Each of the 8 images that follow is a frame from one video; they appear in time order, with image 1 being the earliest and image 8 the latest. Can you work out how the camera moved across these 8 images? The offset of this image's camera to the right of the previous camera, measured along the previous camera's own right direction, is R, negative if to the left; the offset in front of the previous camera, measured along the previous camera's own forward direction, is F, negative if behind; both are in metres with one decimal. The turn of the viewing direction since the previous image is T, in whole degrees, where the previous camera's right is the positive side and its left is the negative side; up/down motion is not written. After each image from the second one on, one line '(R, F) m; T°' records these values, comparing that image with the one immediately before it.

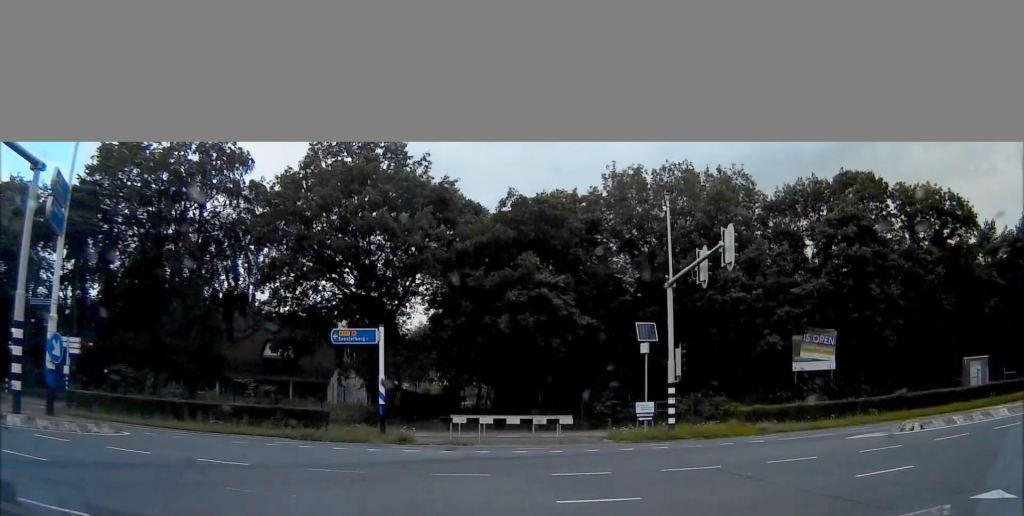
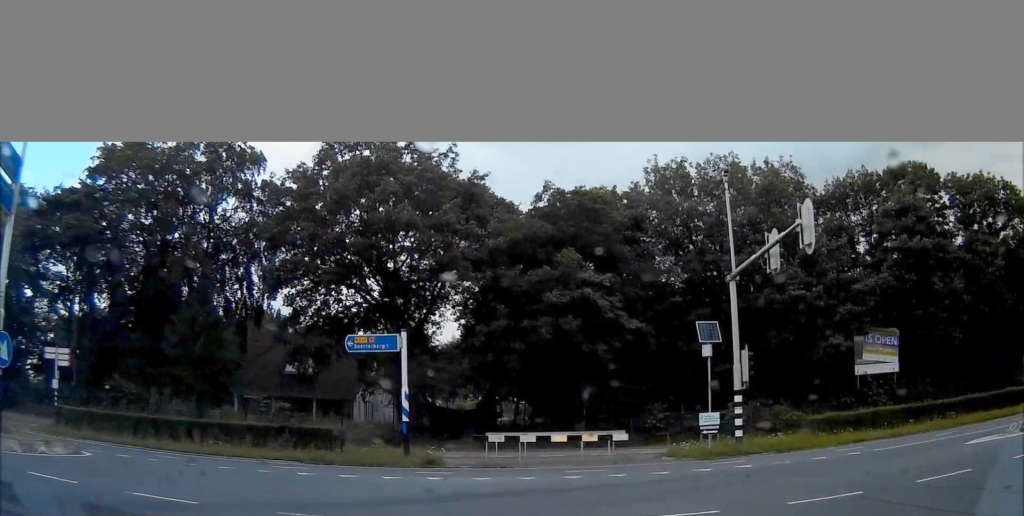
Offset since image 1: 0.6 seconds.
(-0.2, +4.2) m; -7°
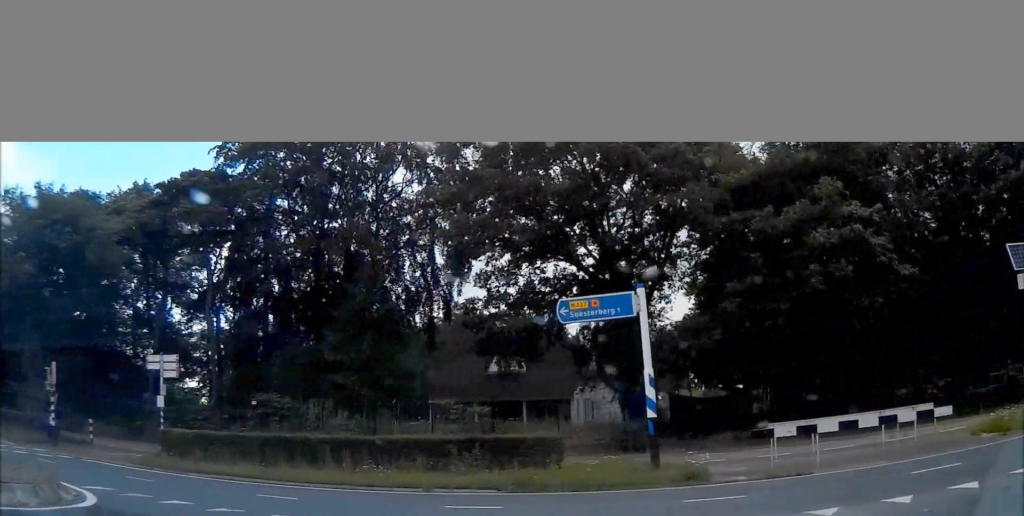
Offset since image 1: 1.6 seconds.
(-0.9, +8.0) m; -18°
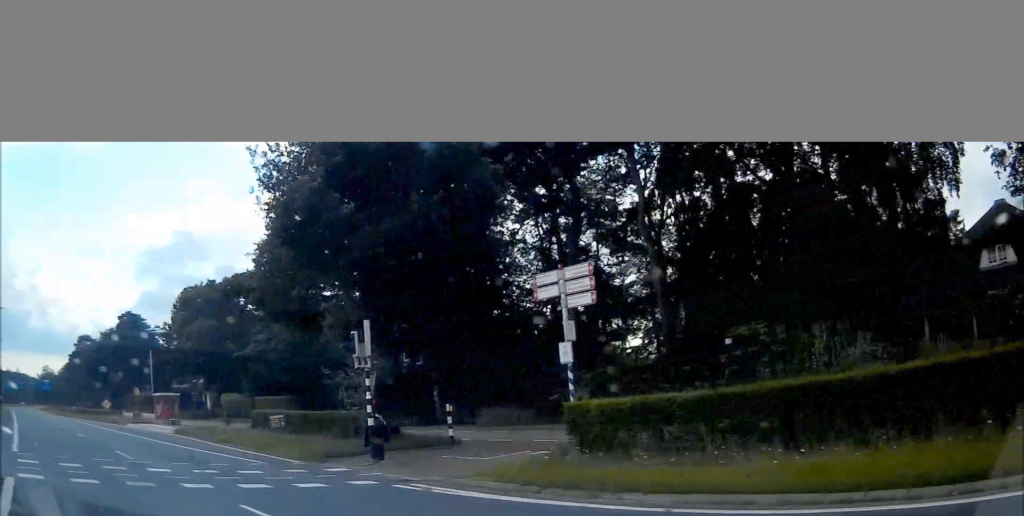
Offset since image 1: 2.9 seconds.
(-2.7, +11.5) m; -31°
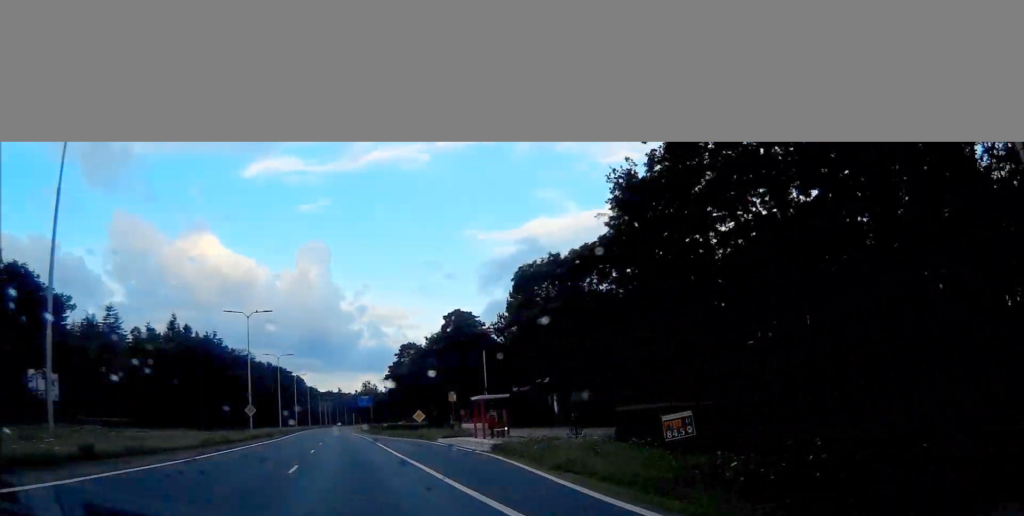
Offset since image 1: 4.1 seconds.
(-3.7, +13.4) m; -23°
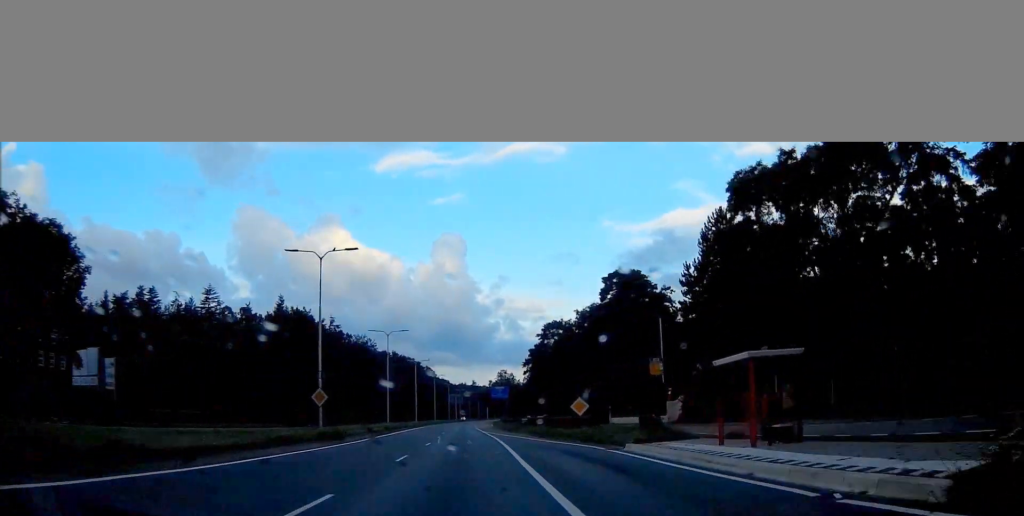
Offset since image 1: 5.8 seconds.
(-3.0, +21.1) m; -11°
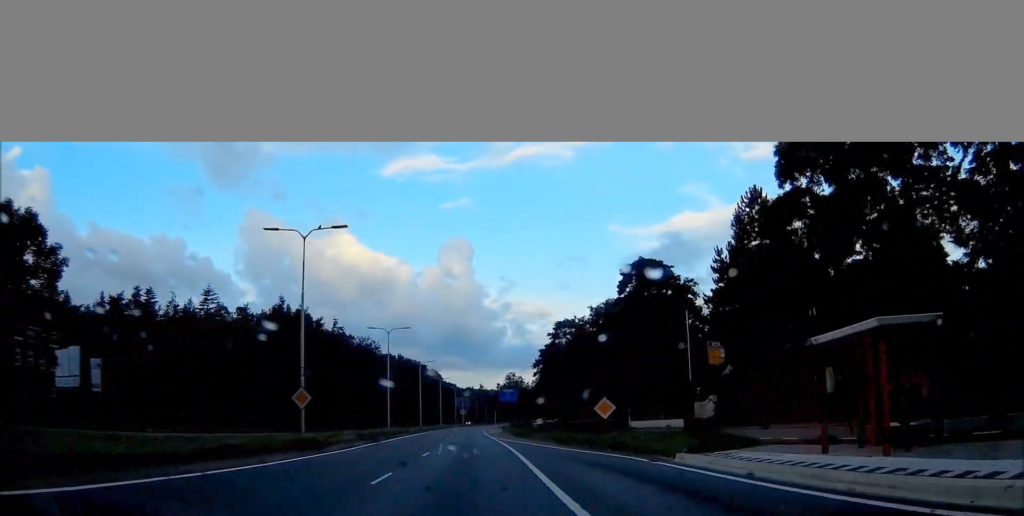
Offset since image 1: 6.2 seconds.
(0.0, +6.2) m; 0°
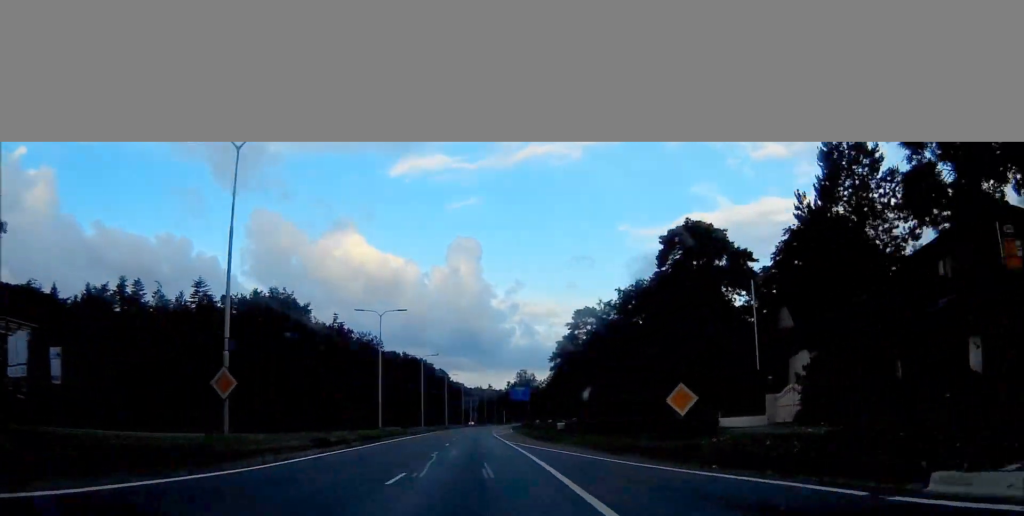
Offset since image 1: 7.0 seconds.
(0.0, +12.3) m; 0°
